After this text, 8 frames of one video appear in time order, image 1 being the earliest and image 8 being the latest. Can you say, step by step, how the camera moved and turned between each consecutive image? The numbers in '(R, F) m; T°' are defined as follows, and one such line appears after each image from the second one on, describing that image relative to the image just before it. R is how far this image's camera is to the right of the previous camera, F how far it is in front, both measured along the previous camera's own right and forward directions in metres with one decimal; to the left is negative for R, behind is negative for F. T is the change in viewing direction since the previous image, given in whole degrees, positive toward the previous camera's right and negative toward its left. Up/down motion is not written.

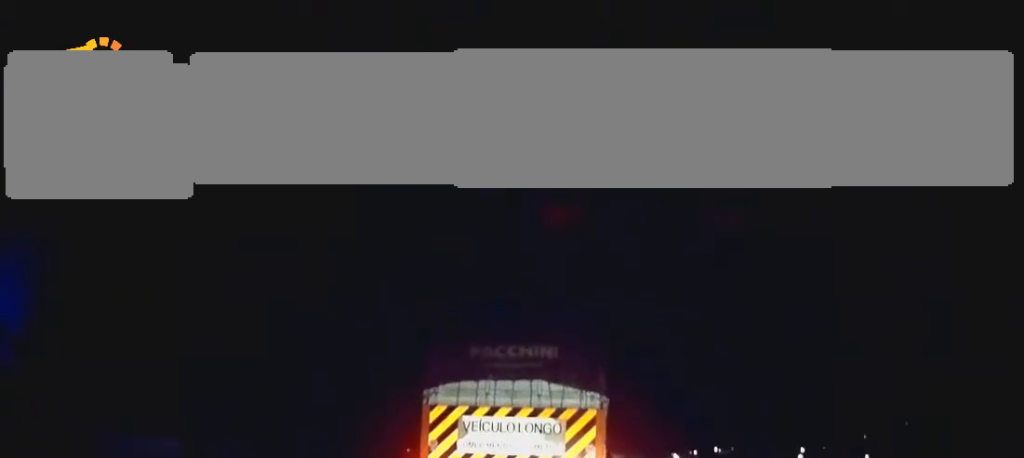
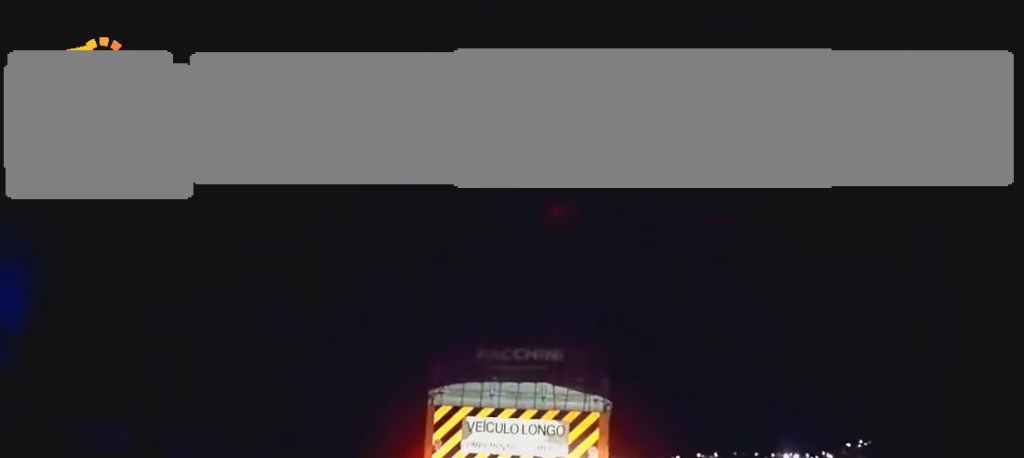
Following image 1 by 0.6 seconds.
(0.0, +7.8) m; +1°
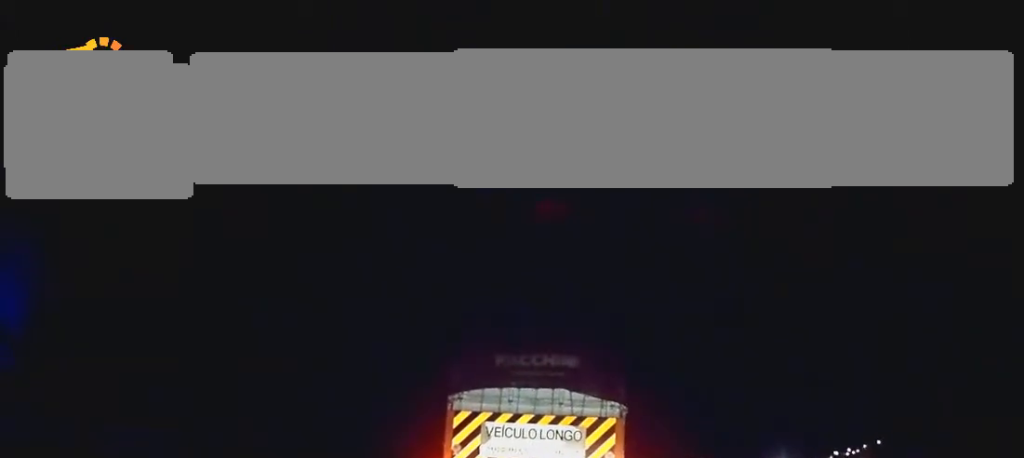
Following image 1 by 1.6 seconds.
(+0.2, +11.1) m; +1°
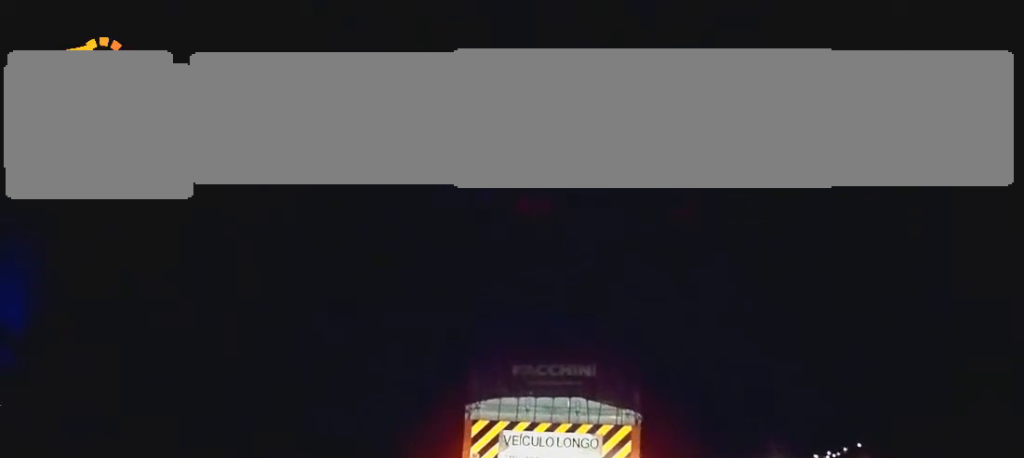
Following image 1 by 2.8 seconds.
(+0.2, +14.3) m; +1°
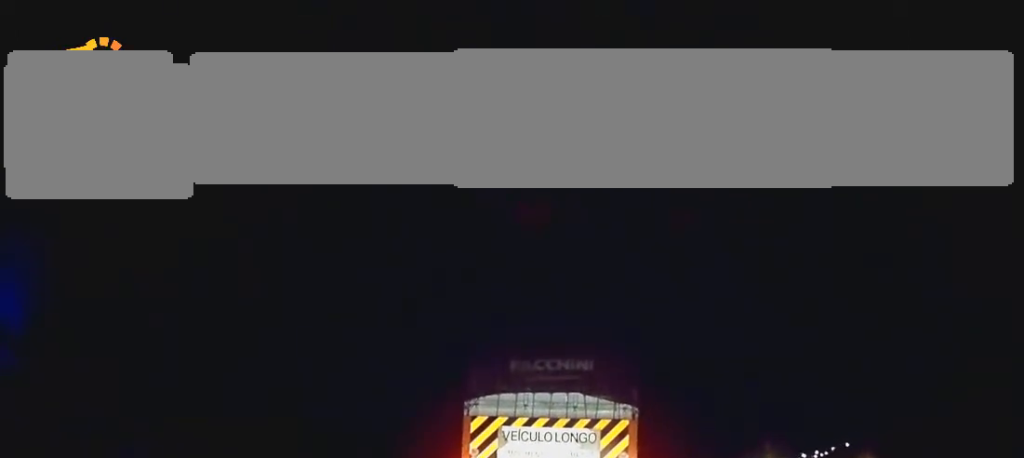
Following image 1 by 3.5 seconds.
(0.0, +7.6) m; +1°
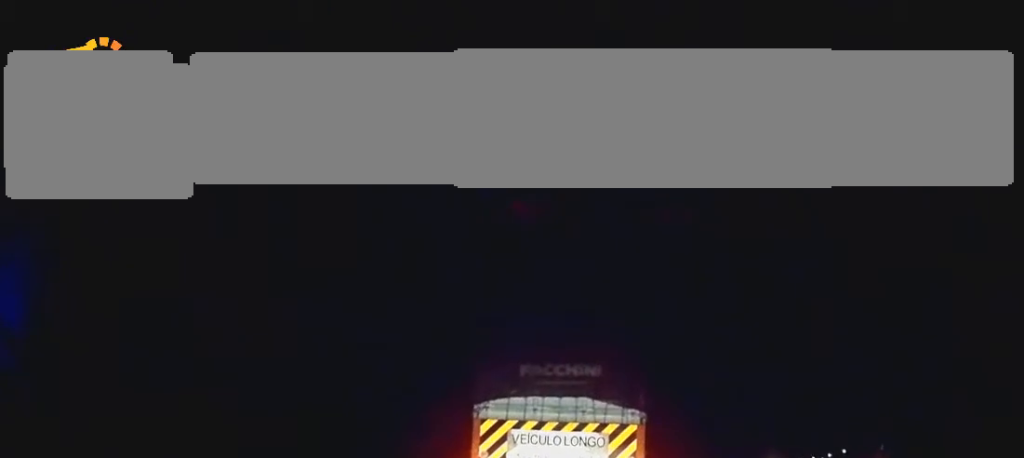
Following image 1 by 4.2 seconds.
(+0.1, +8.6) m; +1°
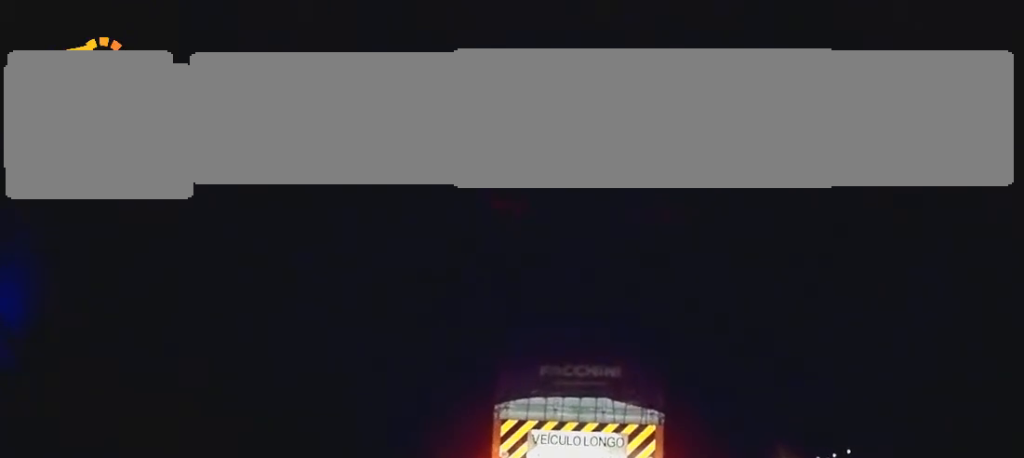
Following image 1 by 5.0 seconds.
(+0.1, +8.1) m; 0°
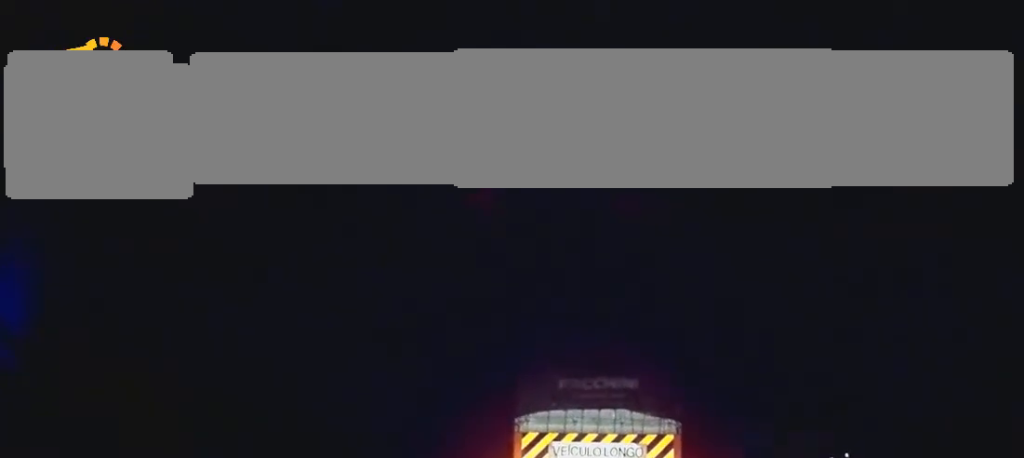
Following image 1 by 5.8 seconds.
(0.0, +9.5) m; 0°
